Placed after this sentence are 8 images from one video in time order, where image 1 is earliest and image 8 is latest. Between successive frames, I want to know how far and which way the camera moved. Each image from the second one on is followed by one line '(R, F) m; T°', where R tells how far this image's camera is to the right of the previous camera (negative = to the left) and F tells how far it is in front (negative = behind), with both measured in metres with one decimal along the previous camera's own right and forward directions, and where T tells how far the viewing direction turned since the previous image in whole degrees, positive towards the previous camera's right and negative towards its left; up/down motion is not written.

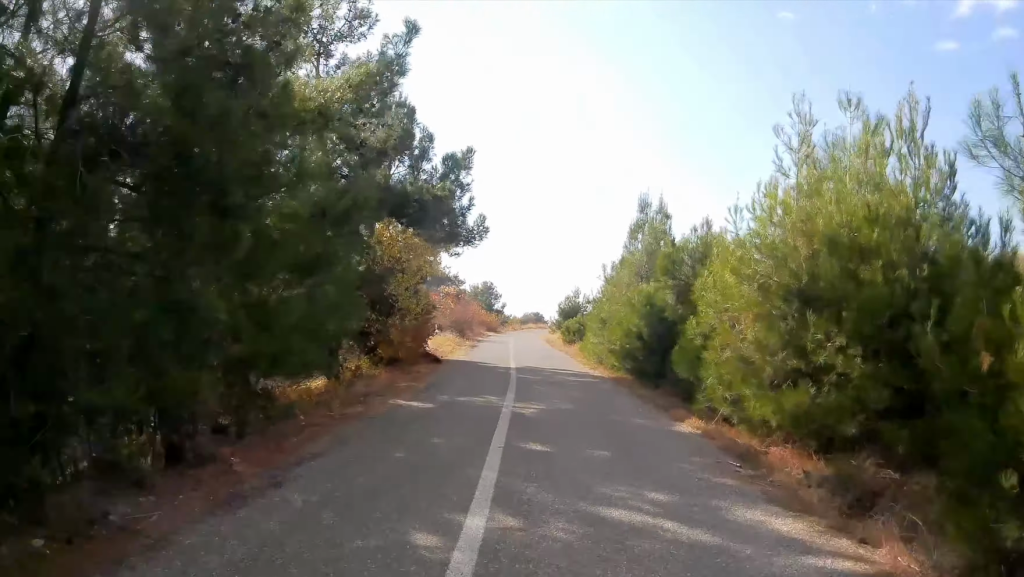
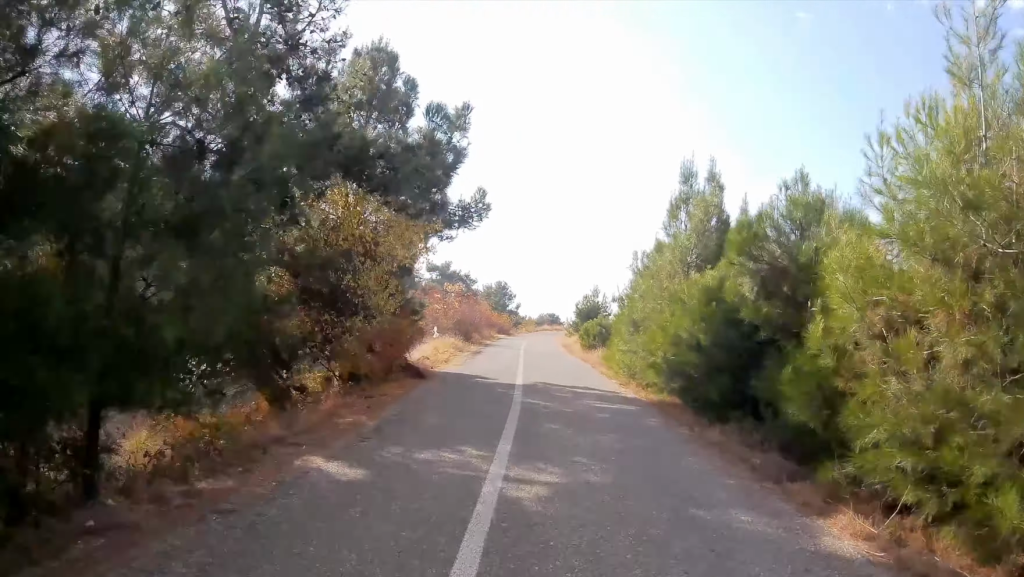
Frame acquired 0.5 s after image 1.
(0.0, +5.0) m; -1°
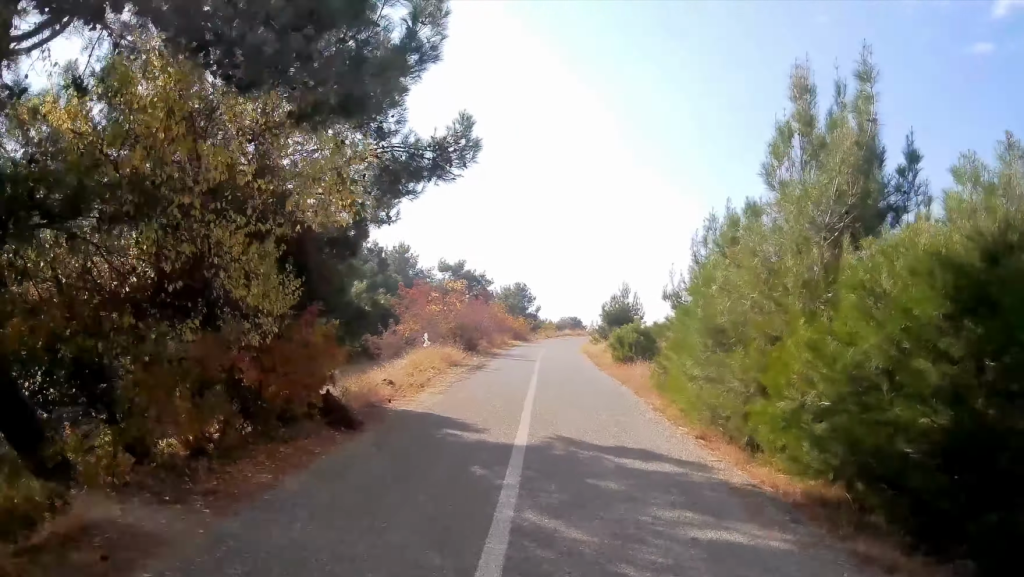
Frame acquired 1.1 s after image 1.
(-0.3, +7.3) m; -2°
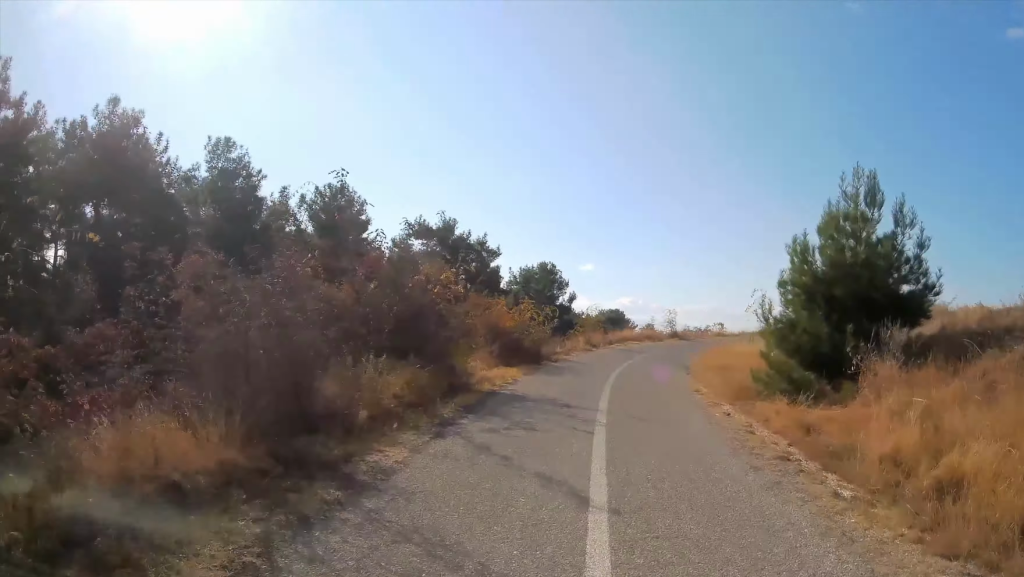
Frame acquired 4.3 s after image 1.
(-1.6, +34.5) m; -4°
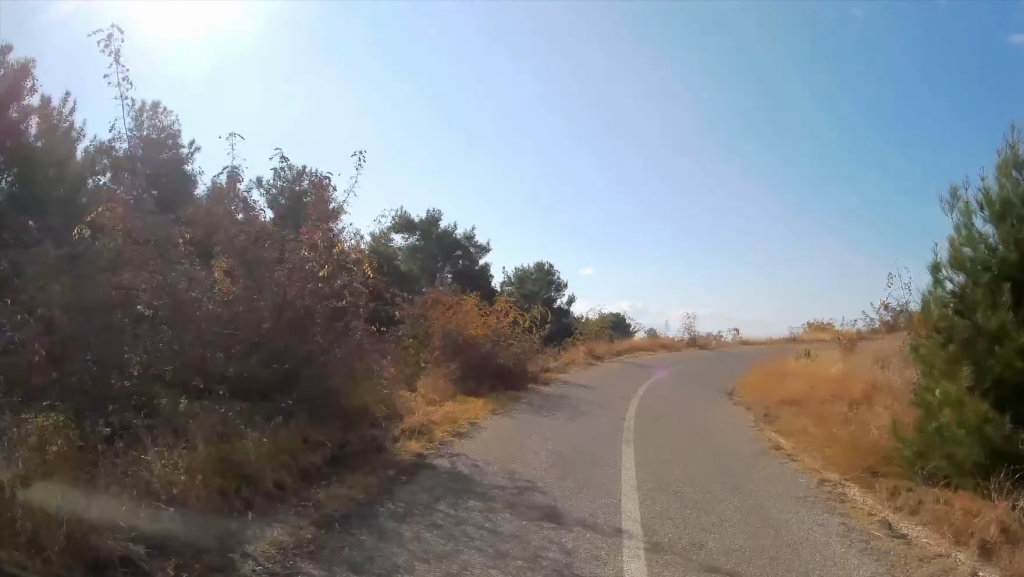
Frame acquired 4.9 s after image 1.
(+0.2, +6.5) m; +10°
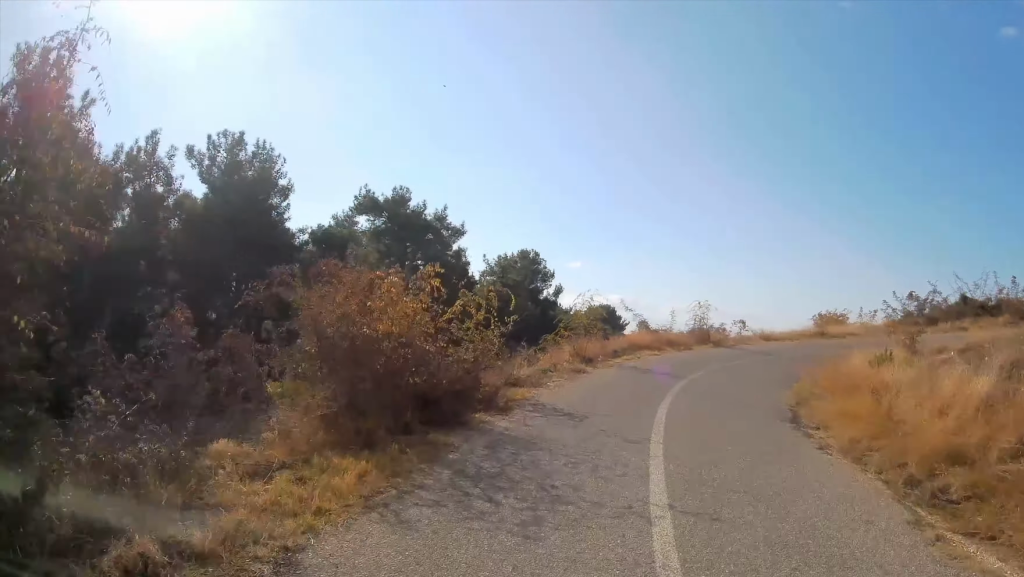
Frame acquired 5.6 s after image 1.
(+0.2, +6.0) m; +11°
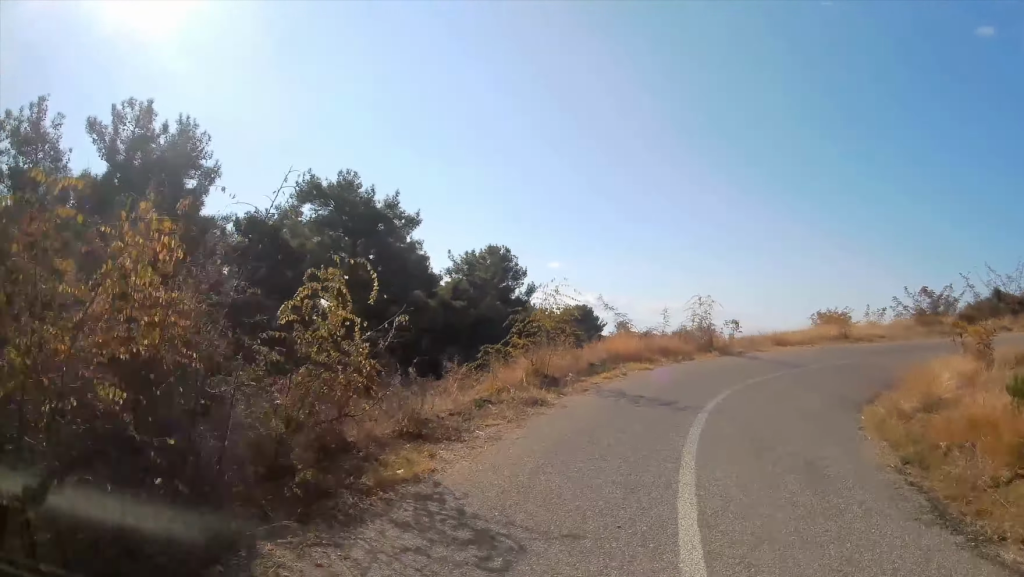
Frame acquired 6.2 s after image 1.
(+1.3, +5.7) m; +11°
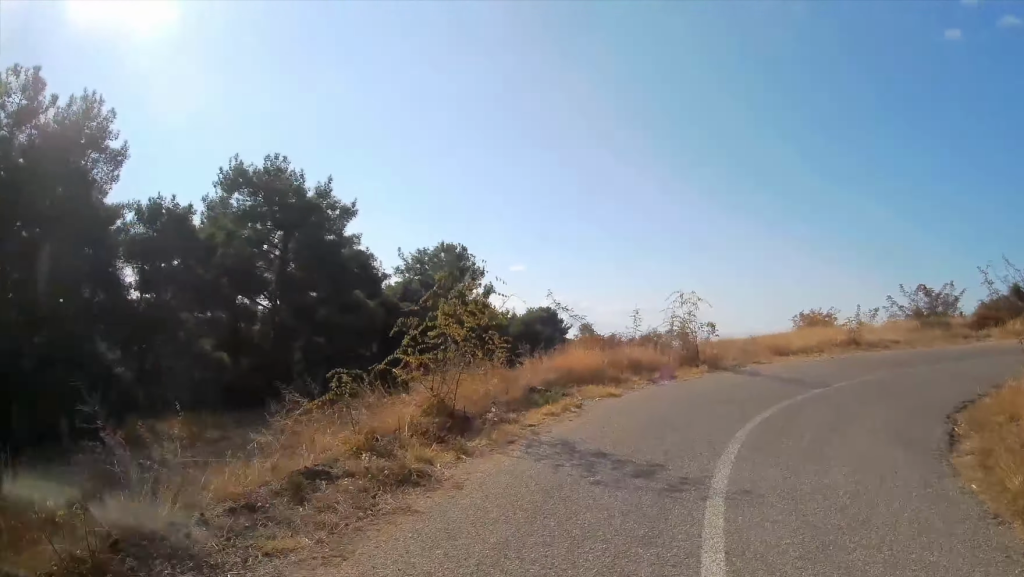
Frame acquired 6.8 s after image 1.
(+0.3, +4.7) m; +3°
